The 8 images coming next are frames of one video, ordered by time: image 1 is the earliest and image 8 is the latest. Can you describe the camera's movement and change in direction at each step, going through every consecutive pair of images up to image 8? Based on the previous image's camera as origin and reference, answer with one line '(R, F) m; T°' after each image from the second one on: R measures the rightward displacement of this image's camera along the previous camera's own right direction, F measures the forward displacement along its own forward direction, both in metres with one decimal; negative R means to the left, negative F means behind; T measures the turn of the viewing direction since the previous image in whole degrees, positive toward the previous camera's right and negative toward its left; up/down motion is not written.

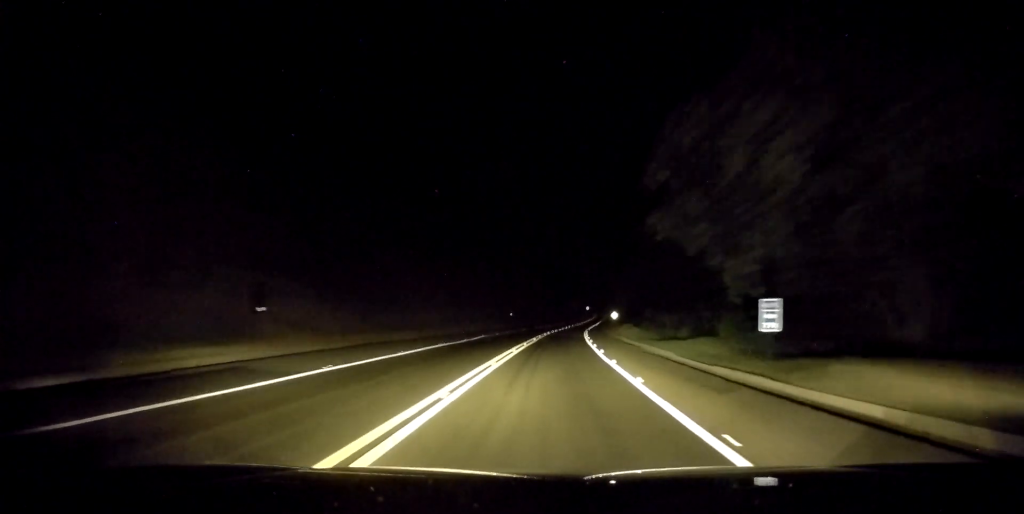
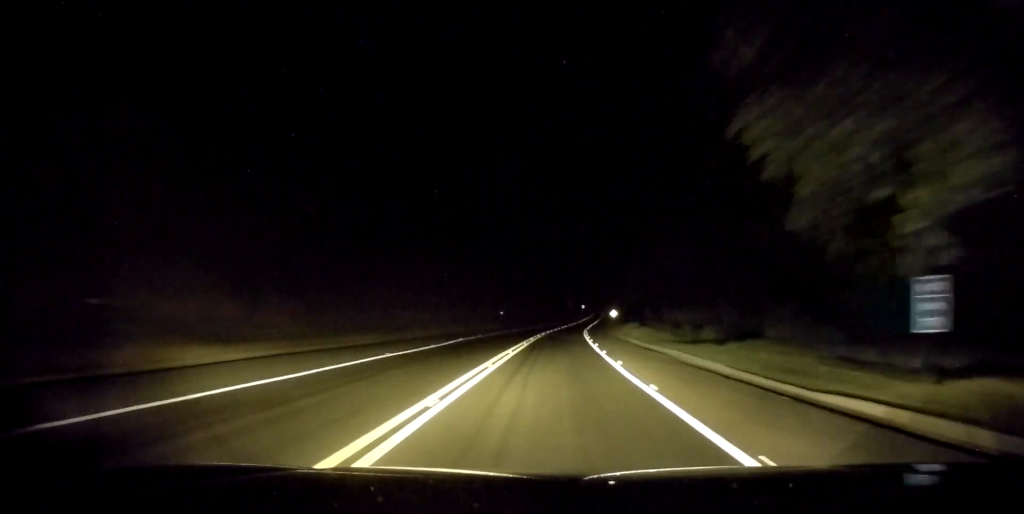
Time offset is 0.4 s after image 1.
(0.0, +9.0) m; 0°
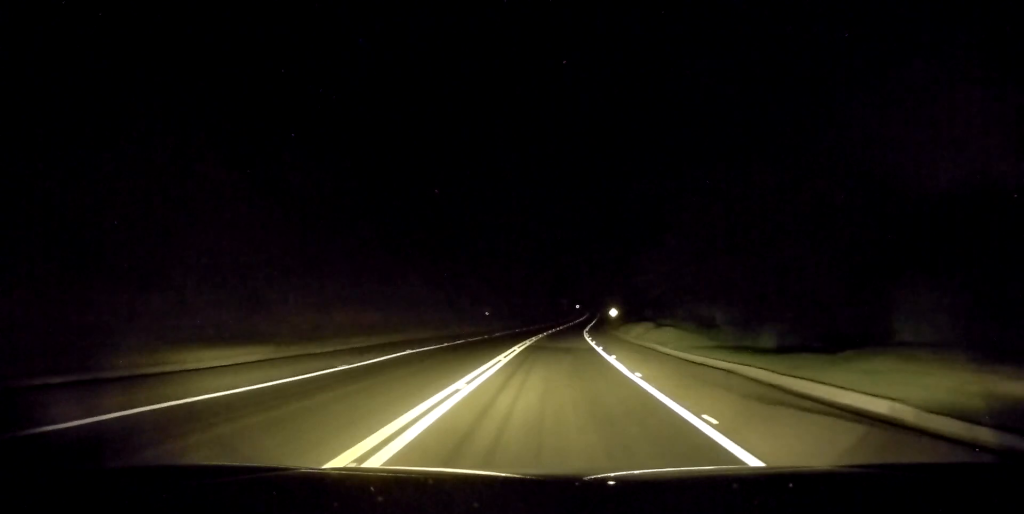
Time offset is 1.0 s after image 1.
(0.0, +12.2) m; 0°
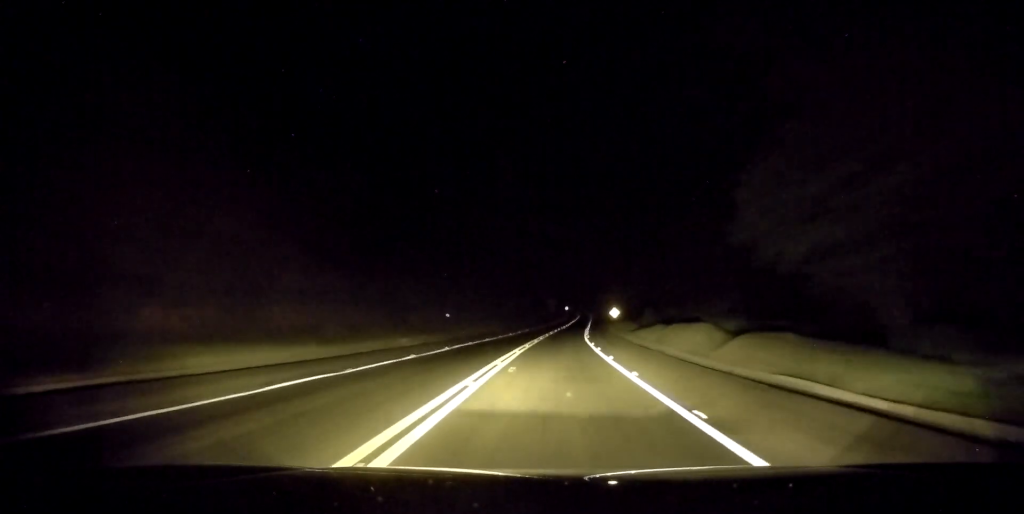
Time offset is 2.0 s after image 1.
(0.0, +21.6) m; 0°
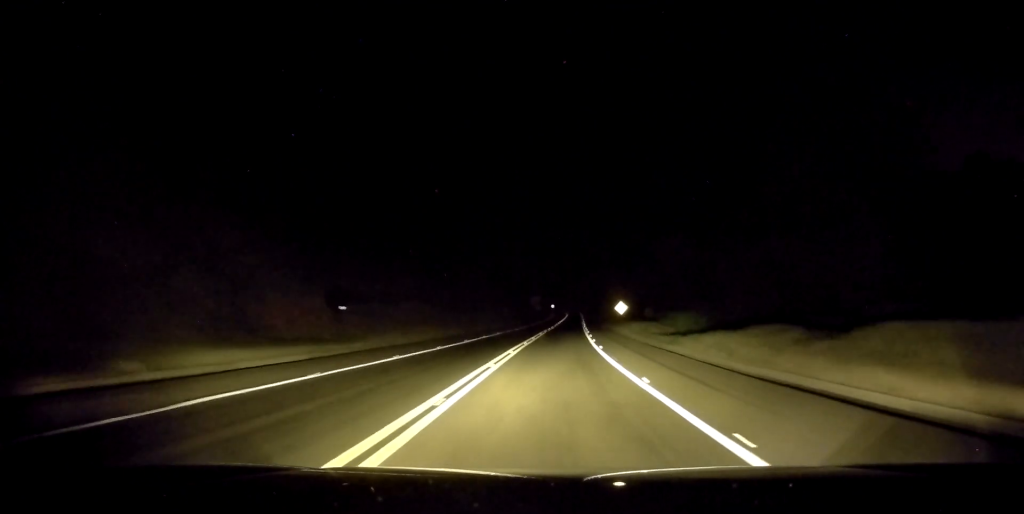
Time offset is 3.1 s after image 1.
(+0.4, +24.6) m; +3°
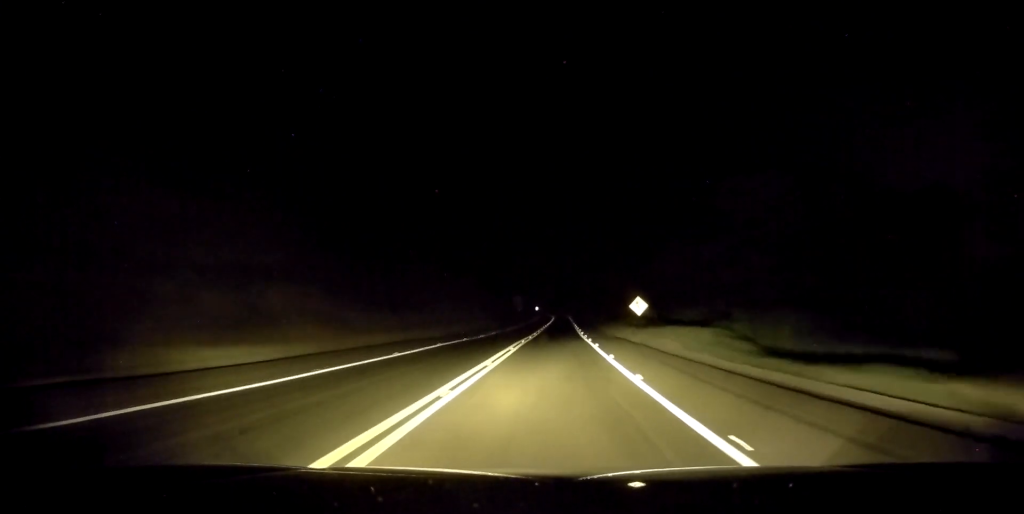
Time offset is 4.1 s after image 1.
(+0.8, +22.4) m; +1°
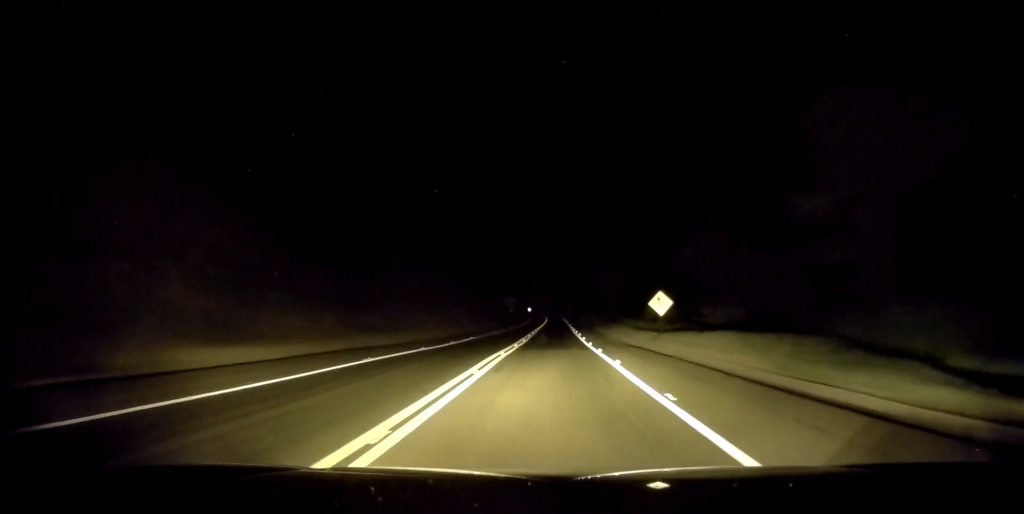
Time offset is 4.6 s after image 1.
(-0.2, +11.2) m; 0°
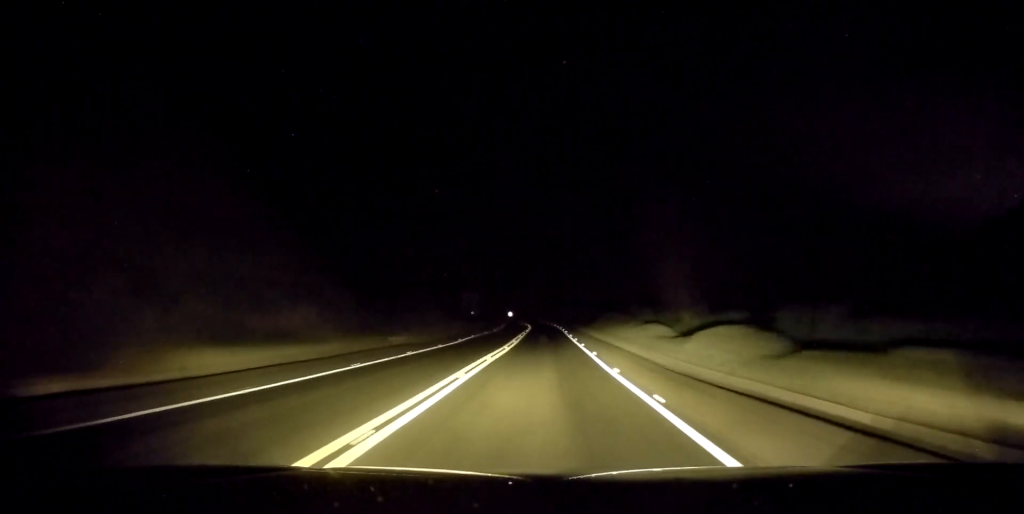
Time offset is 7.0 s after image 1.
(+1.0, +60.6) m; +1°
